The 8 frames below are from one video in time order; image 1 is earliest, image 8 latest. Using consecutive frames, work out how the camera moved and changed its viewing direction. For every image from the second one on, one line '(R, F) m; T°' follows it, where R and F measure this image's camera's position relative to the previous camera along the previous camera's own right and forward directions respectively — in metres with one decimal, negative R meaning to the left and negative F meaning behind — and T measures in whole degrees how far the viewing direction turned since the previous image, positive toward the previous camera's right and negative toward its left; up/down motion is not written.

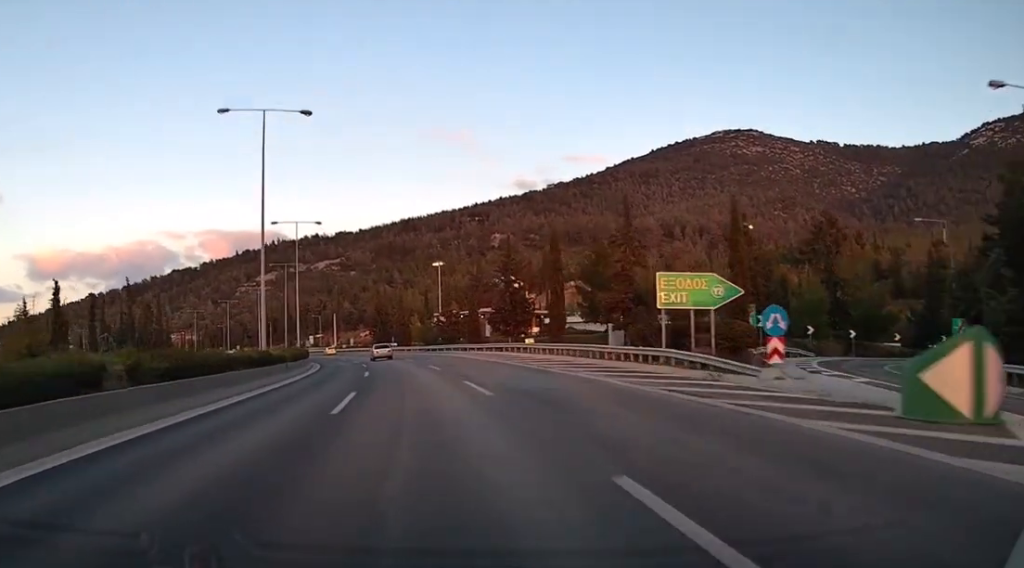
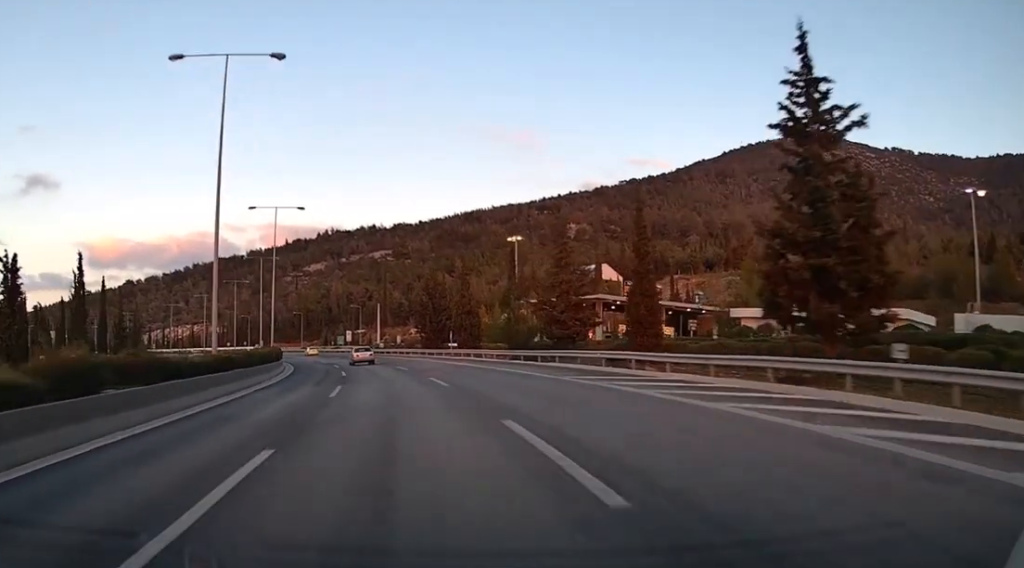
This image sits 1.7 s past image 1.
(-0.5, +48.4) m; -2°
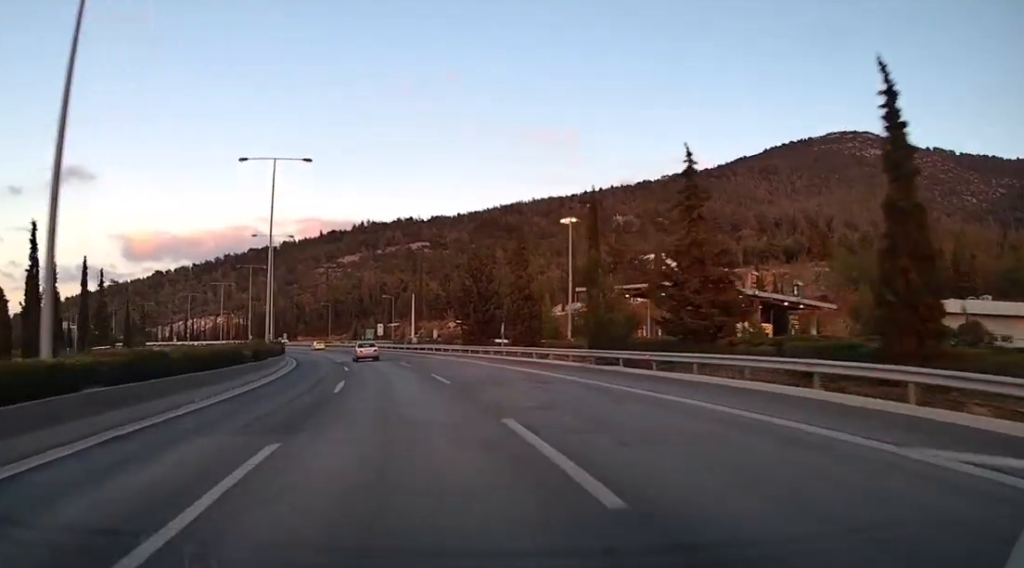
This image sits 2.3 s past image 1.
(-0.2, +18.0) m; -2°
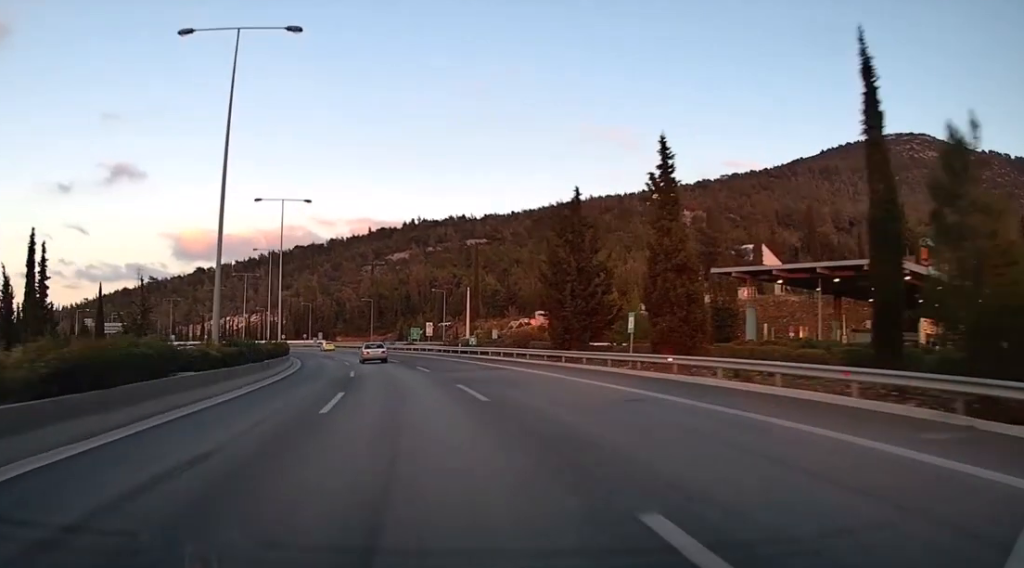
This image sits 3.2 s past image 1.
(-0.4, +25.7) m; -3°
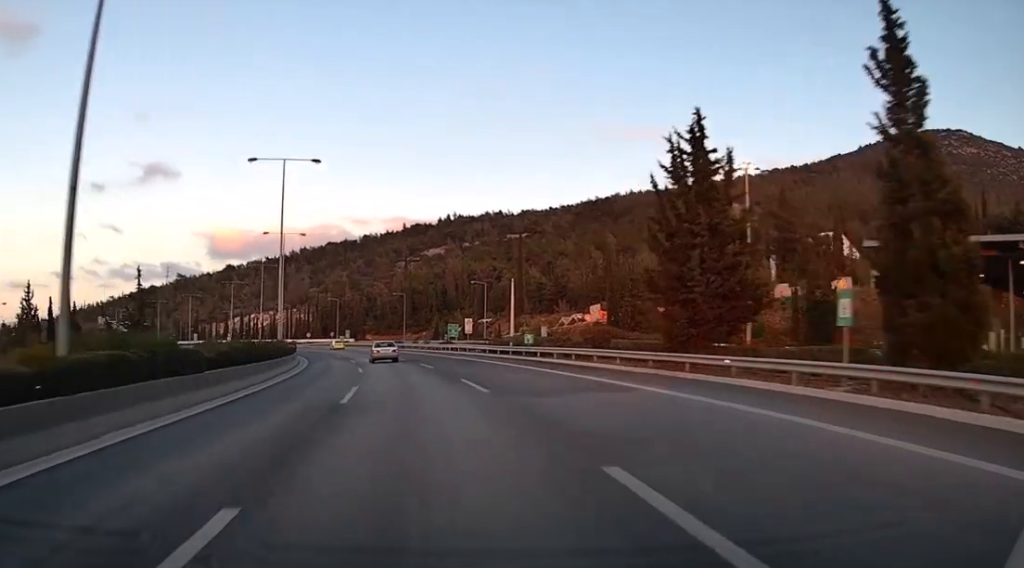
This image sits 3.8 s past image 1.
(-0.4, +15.3) m; -2°
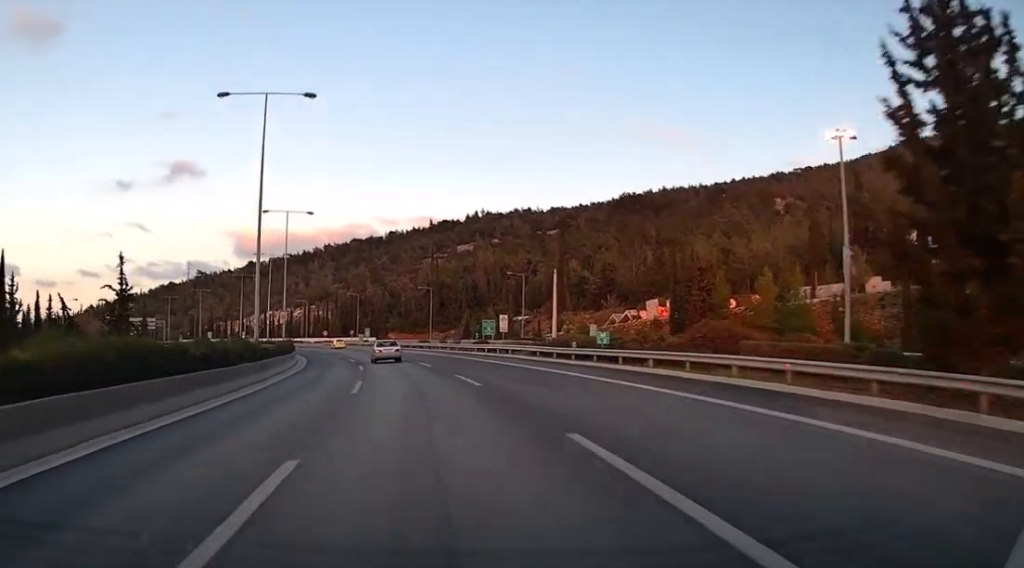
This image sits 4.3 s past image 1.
(0.0, +16.3) m; -3°
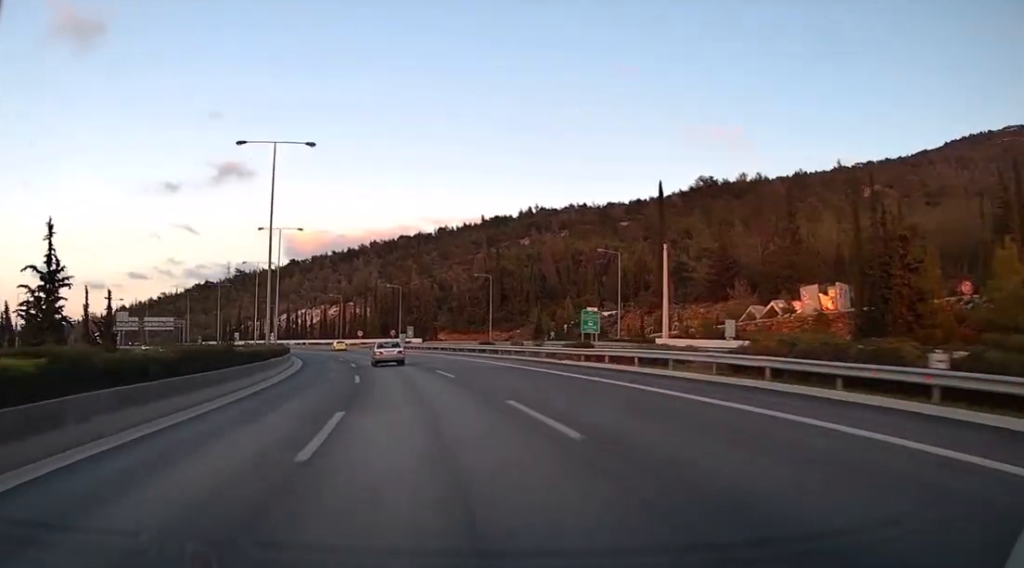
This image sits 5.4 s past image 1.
(-1.5, +29.5) m; -5°
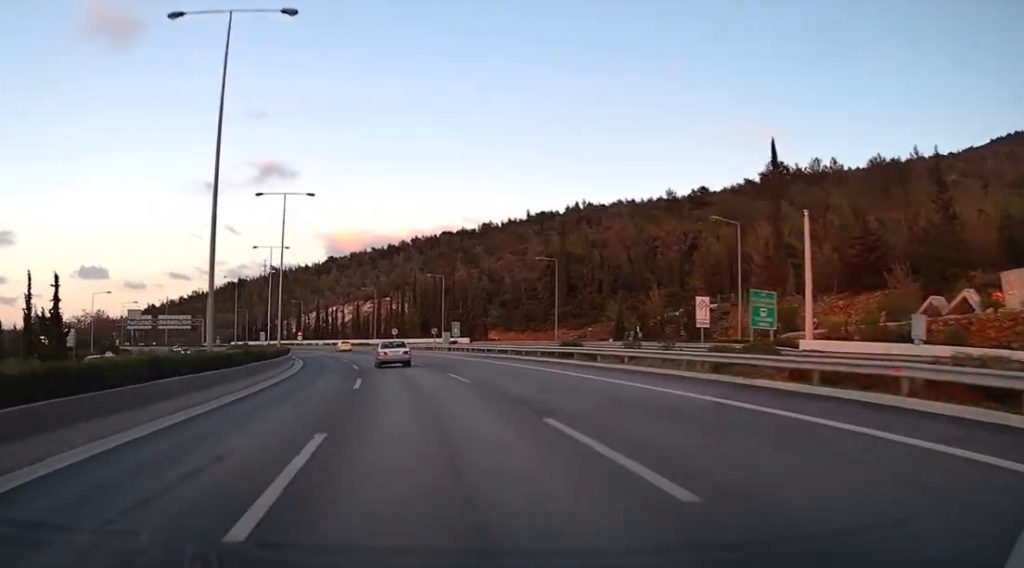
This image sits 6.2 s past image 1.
(-0.7, +22.8) m; -3°
